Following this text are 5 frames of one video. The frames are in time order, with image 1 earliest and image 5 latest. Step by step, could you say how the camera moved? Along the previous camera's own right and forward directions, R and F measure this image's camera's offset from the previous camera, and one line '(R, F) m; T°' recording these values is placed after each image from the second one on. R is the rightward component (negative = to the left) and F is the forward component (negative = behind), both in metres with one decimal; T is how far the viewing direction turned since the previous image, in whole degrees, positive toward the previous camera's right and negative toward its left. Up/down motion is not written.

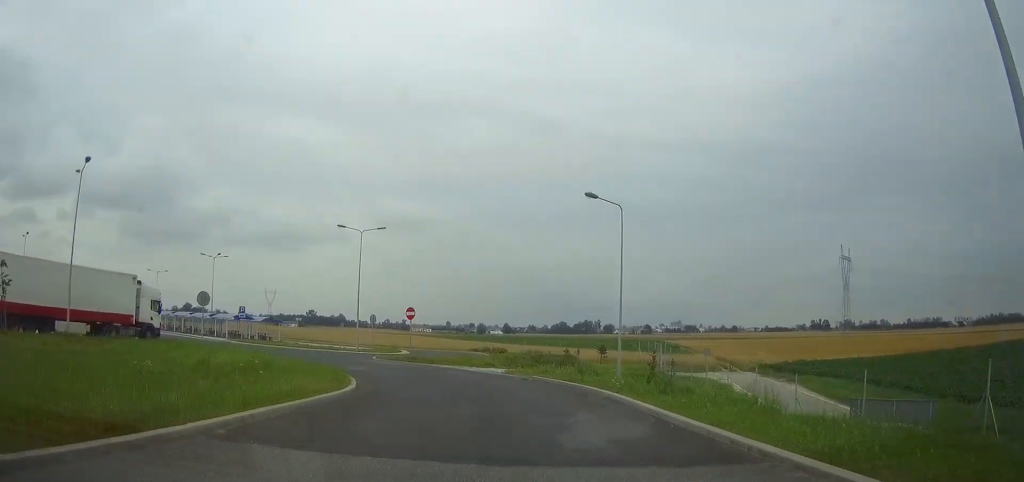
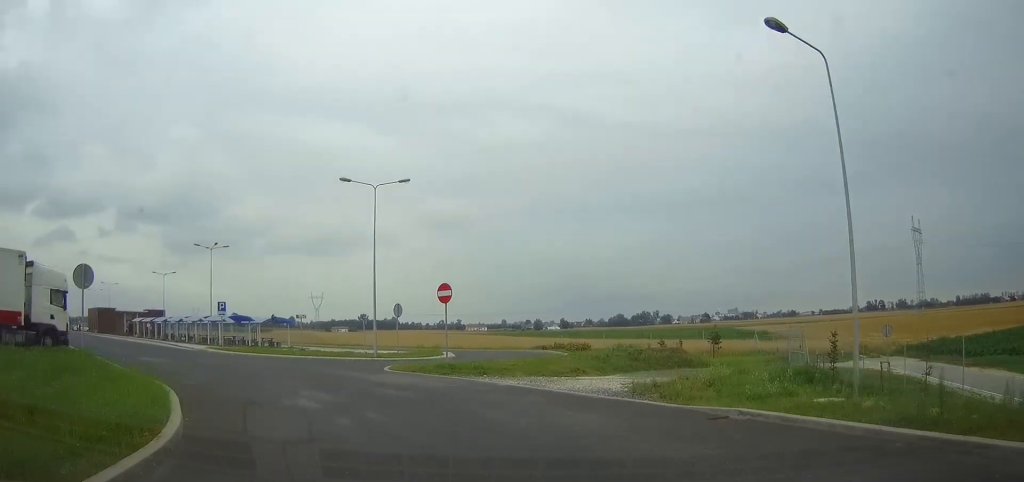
(+1.1, +18.6) m; -1°
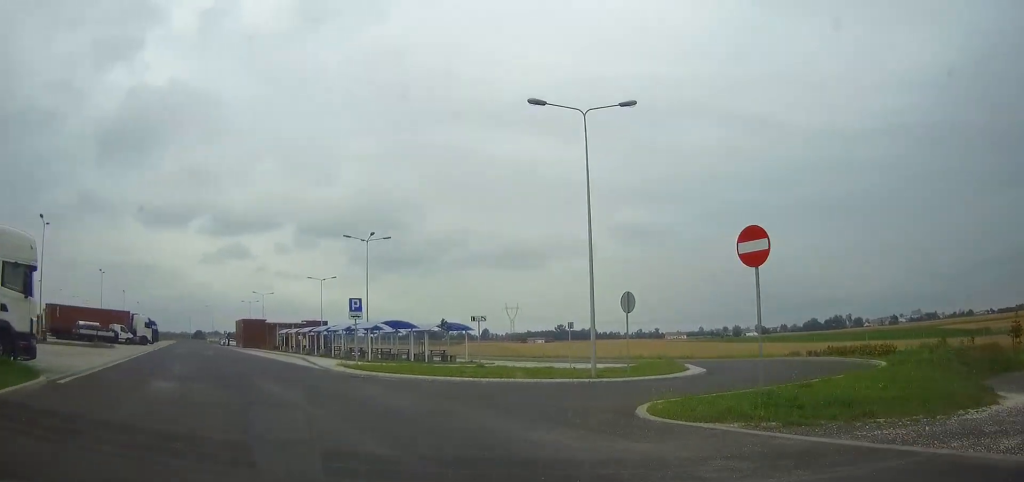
(-1.6, +15.2) m; -14°
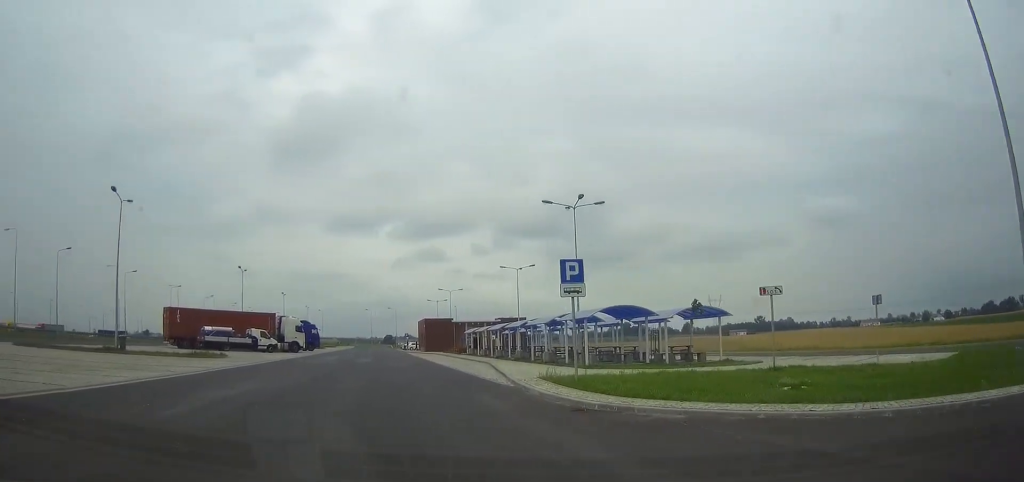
(-1.9, +14.2) m; -14°
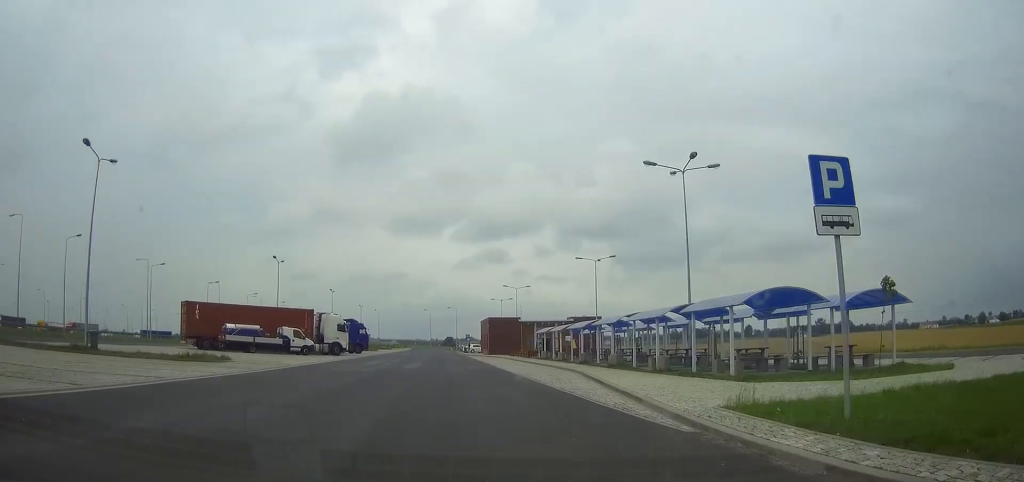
(-0.8, +10.2) m; -8°
